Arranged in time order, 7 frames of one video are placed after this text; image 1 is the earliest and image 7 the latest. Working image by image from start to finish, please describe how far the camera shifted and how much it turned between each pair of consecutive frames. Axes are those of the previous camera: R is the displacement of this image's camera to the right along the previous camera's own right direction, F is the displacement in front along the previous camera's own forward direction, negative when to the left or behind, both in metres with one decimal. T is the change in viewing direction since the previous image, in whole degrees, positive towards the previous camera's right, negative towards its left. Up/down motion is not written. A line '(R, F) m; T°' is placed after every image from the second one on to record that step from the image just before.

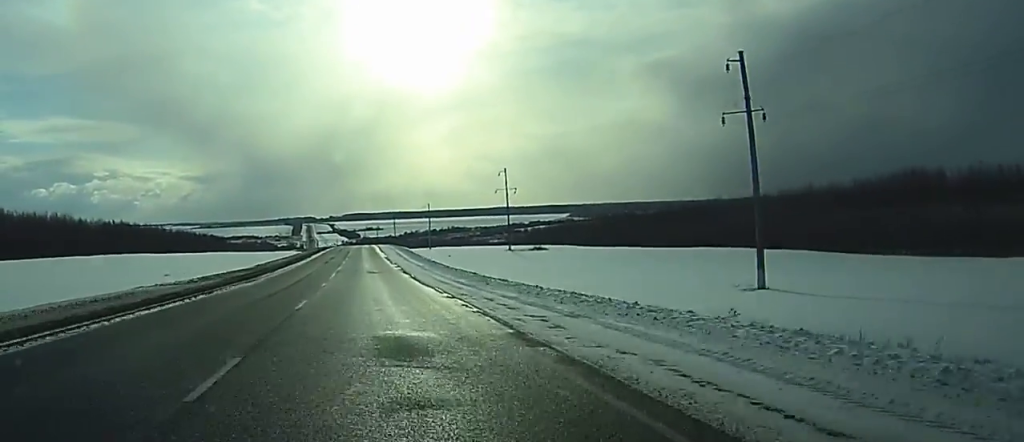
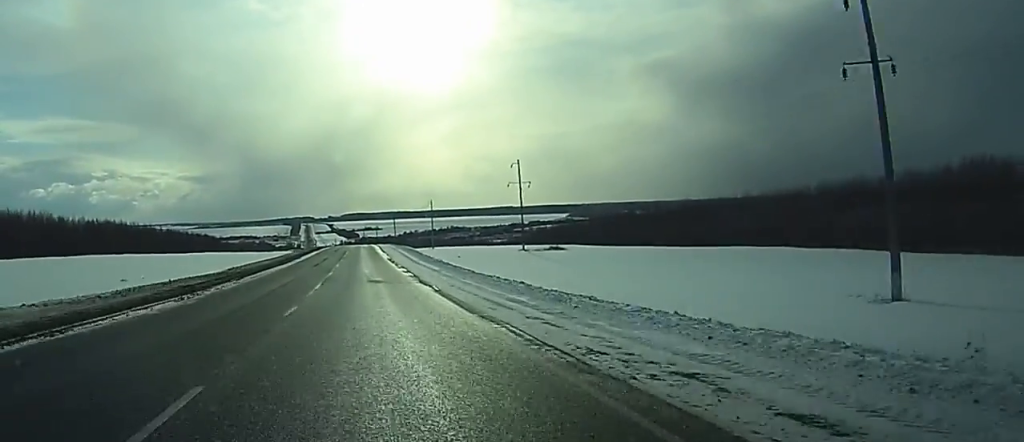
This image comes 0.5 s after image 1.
(0.0, +14.3) m; 0°
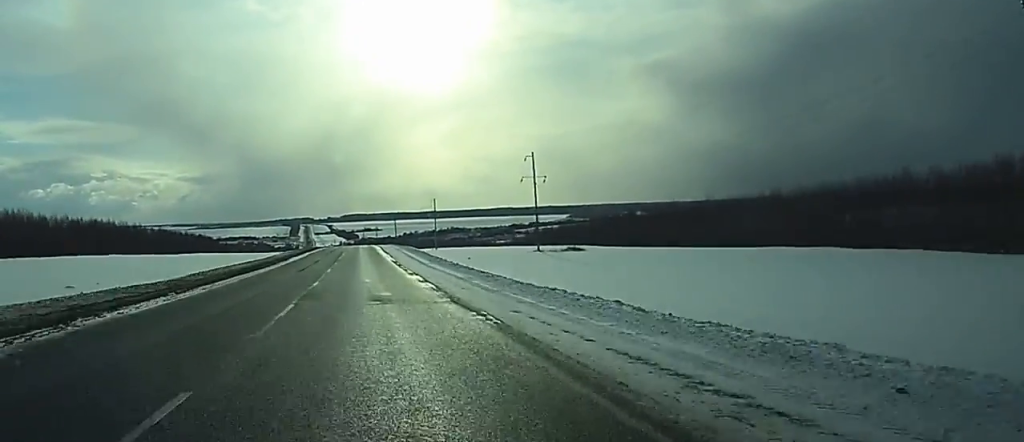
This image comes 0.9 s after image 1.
(0.0, +12.4) m; 0°
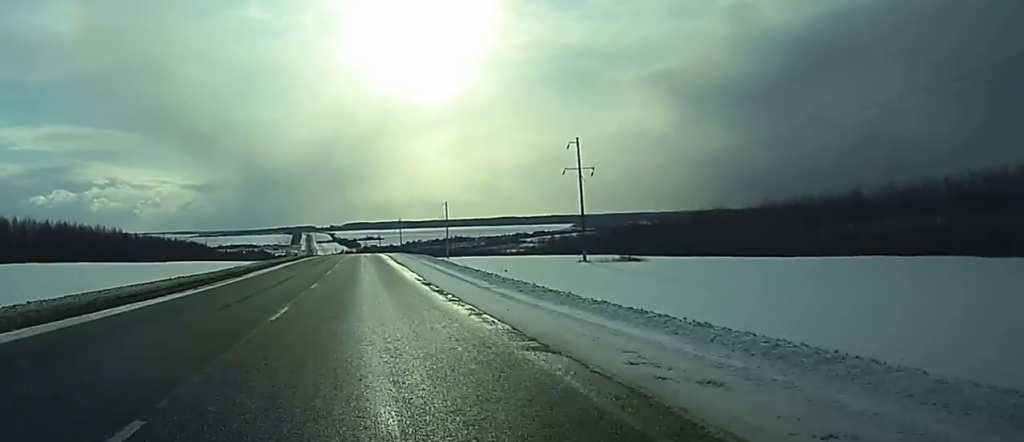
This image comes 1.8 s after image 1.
(0.0, +25.8) m; 0°
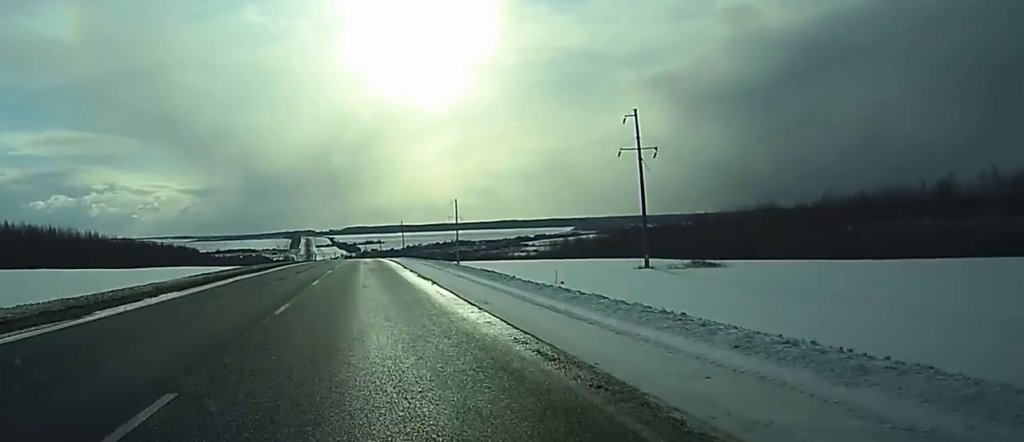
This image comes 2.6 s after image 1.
(0.0, +22.9) m; 0°
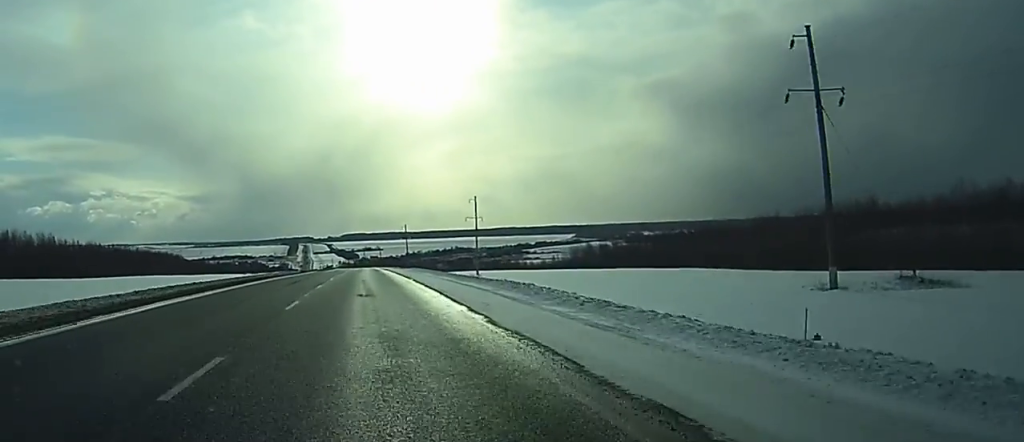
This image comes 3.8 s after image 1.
(0.0, +33.3) m; 0°
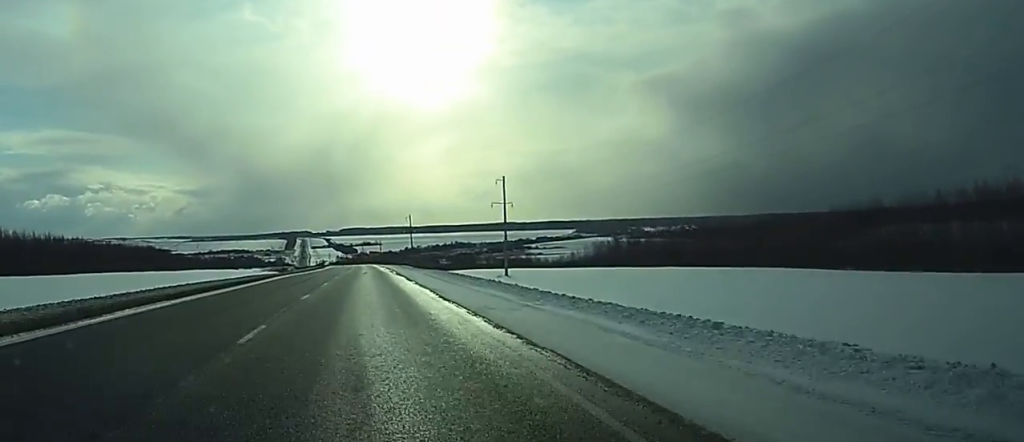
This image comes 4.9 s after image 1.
(0.0, +31.3) m; 0°
